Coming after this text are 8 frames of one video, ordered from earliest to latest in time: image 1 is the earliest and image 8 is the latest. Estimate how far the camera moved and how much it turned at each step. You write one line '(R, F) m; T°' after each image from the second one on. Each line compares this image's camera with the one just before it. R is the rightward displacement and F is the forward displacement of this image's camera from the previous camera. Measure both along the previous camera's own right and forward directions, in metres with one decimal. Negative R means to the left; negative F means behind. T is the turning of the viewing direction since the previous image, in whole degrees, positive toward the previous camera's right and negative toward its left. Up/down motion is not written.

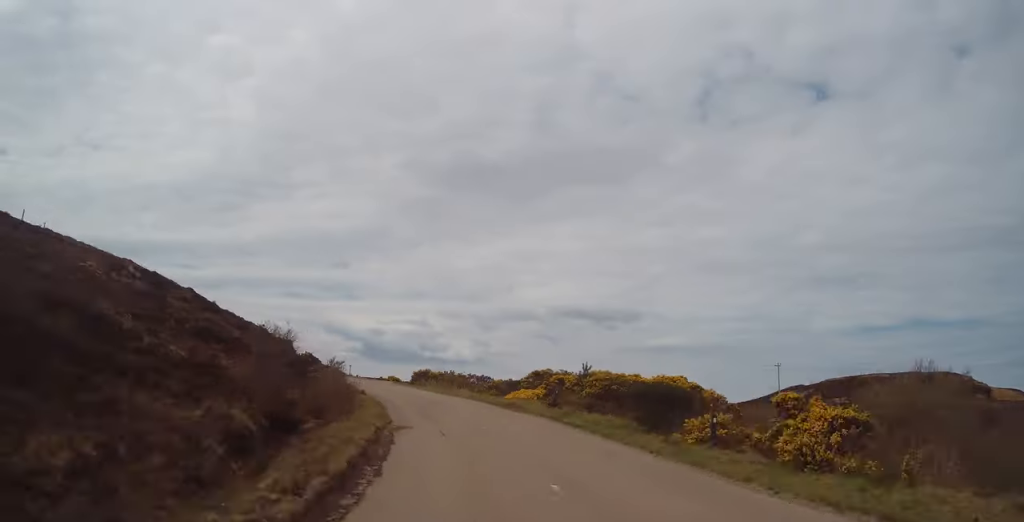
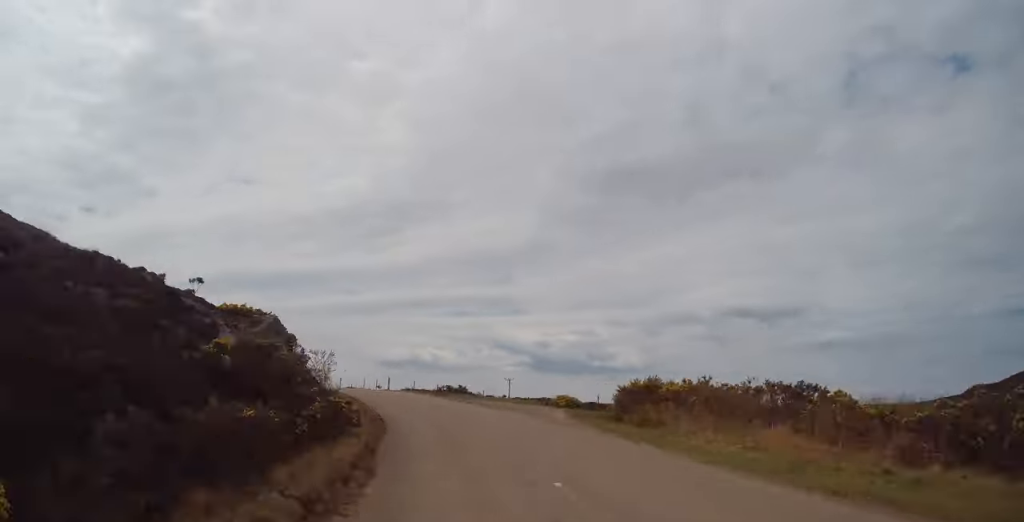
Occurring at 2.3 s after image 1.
(-3.8, +33.9) m; -13°
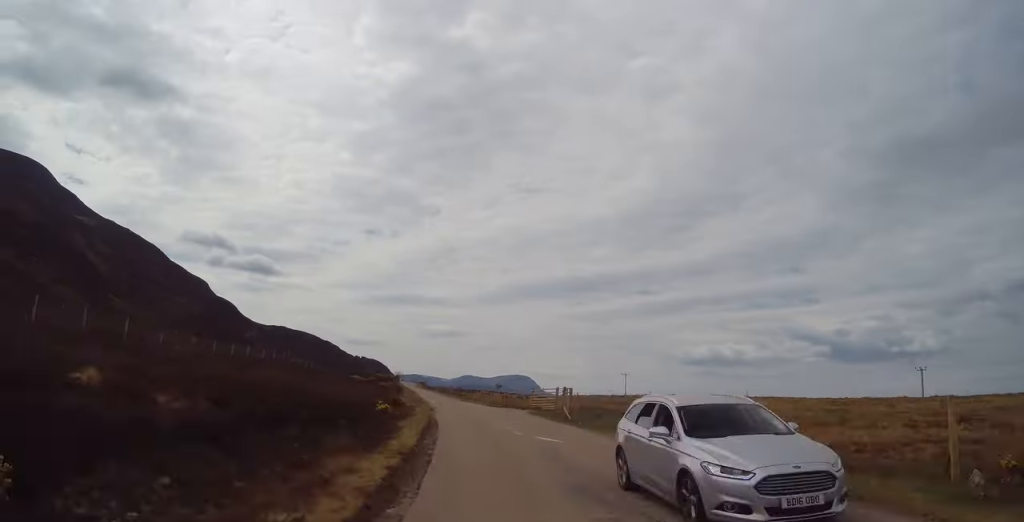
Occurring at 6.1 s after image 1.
(-11.6, +56.2) m; -17°
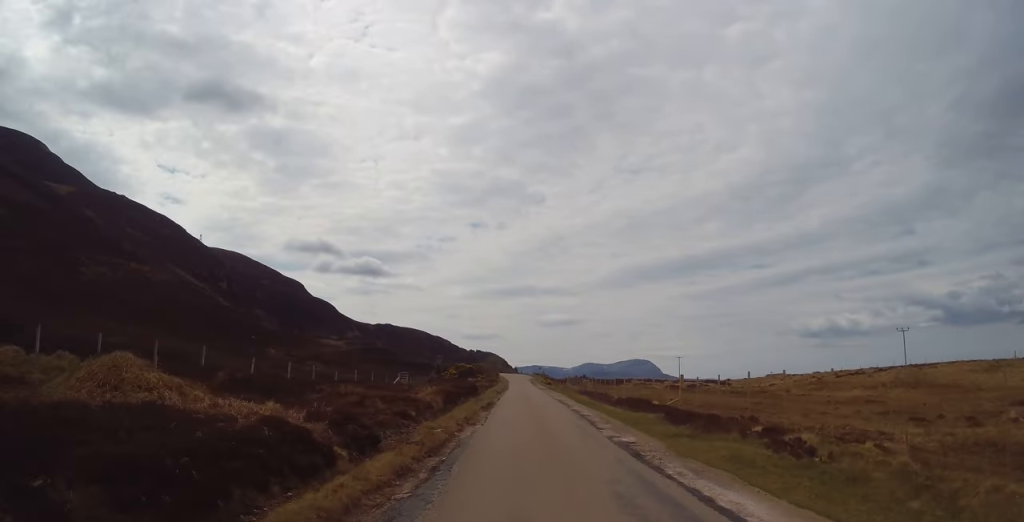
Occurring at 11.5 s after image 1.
(-9.6, +80.7) m; -9°
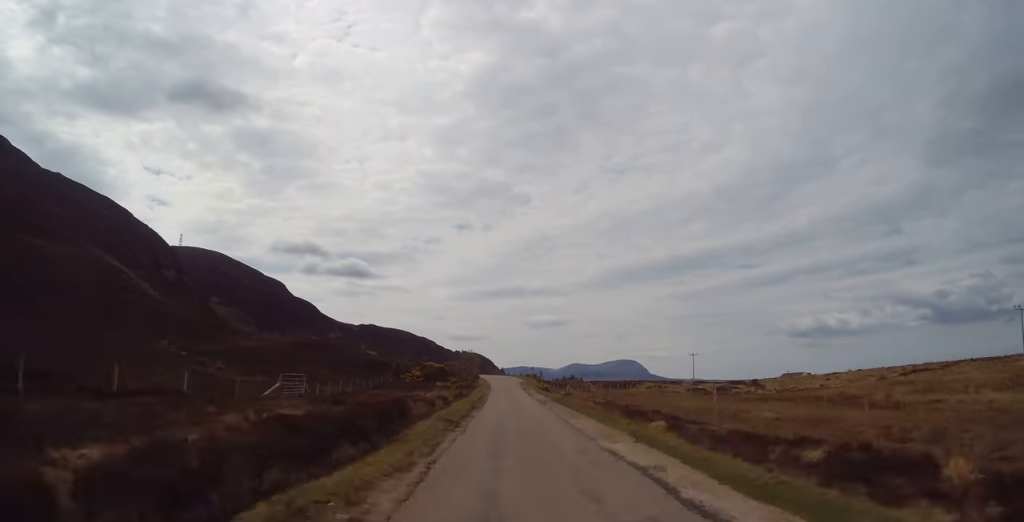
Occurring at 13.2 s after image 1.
(-0.3, +26.8) m; -1°
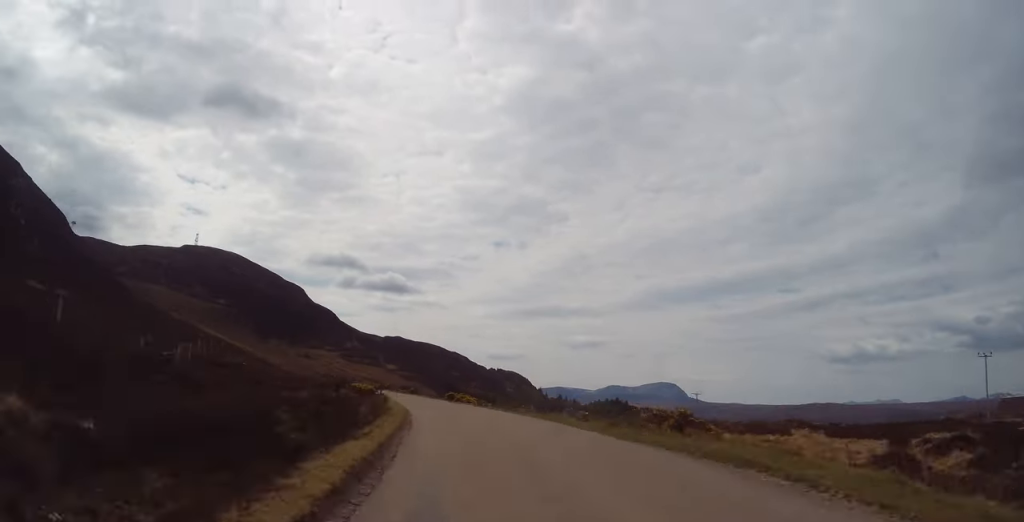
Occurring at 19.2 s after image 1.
(-3.9, +92.5) m; -11°
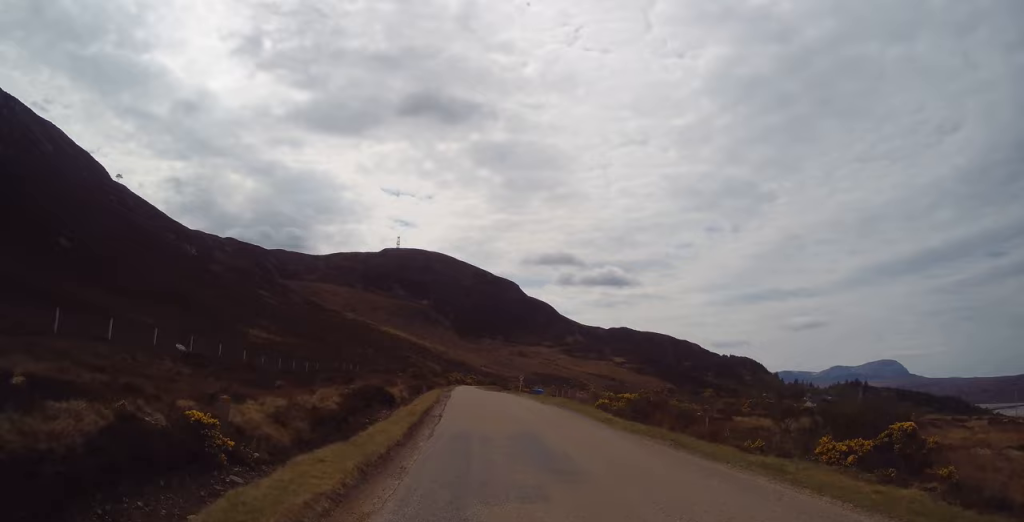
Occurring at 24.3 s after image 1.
(-11.5, +76.5) m; -12°
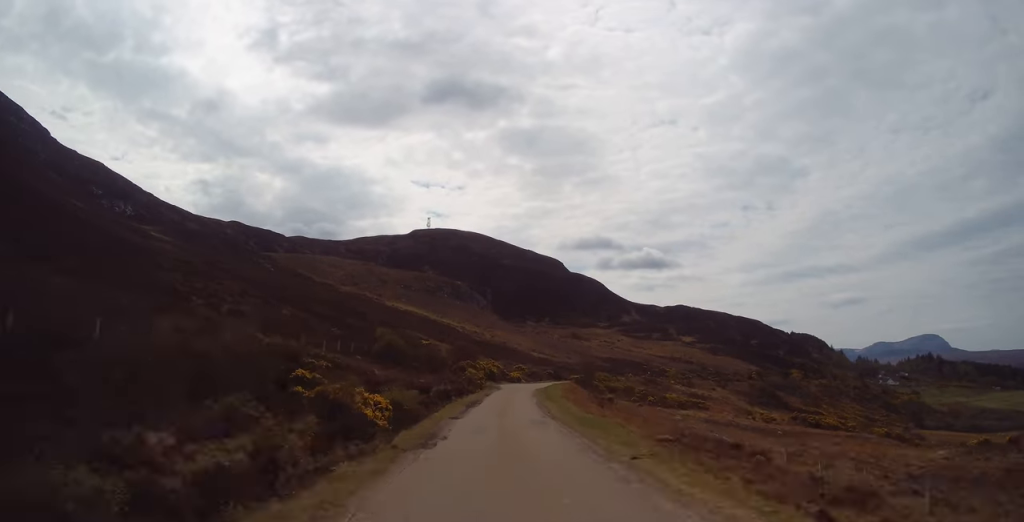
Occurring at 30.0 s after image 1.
(-4.8, +86.9) m; -1°
